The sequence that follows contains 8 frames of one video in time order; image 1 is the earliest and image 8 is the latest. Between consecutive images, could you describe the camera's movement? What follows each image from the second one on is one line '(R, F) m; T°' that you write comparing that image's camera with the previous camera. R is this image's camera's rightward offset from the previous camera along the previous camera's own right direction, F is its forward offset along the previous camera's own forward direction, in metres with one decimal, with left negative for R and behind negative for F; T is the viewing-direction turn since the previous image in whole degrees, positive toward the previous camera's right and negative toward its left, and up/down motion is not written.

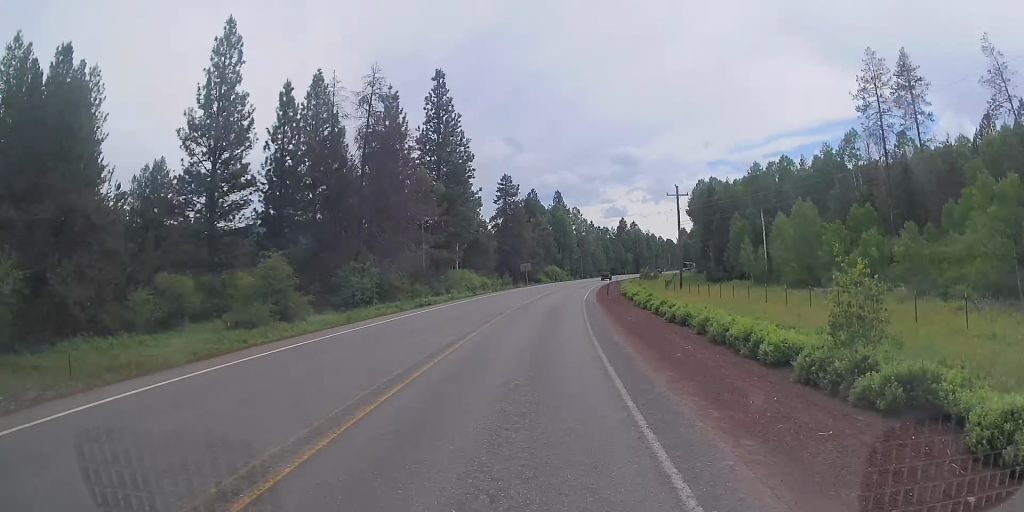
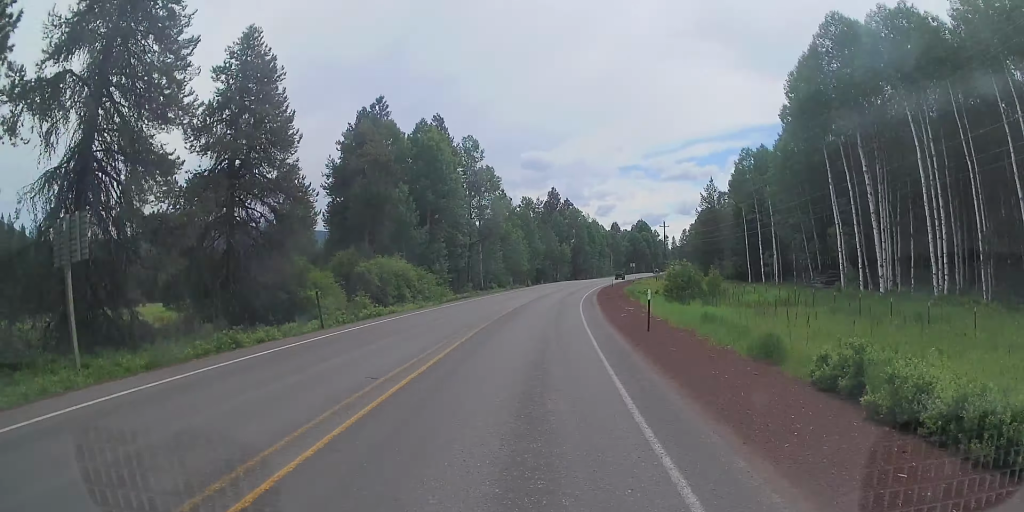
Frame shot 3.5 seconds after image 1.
(+6.8, +89.9) m; +10°
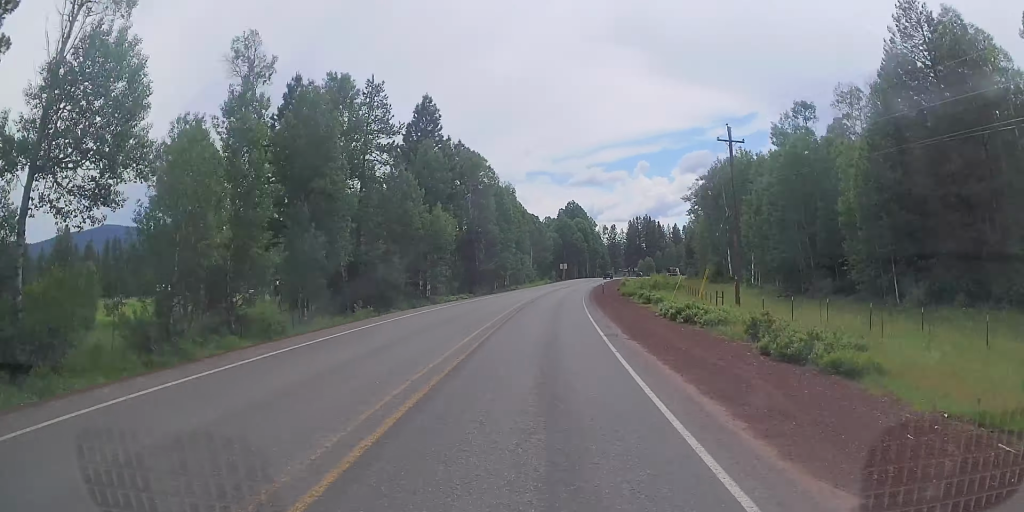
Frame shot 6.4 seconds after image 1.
(+7.8, +73.3) m; +9°
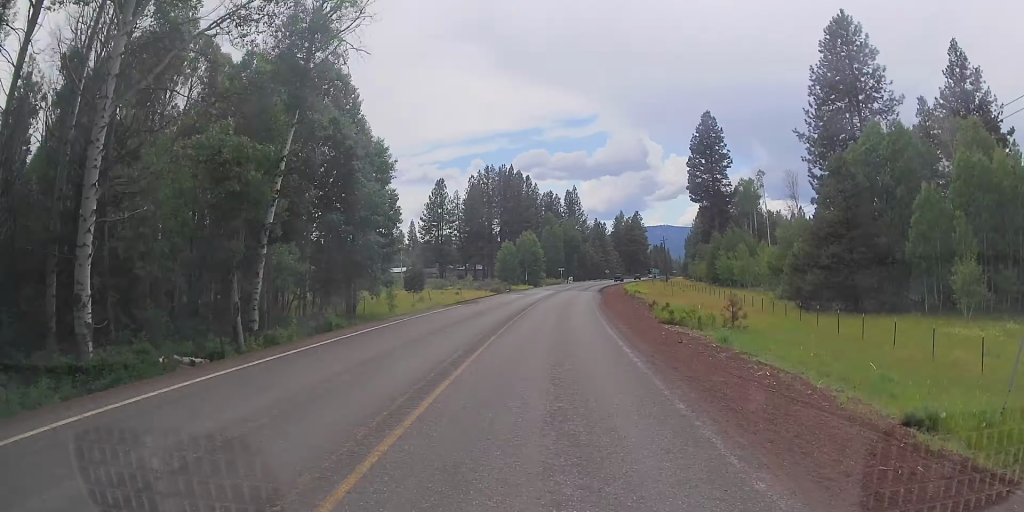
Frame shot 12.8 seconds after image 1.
(+22.4, +155.7) m; +16°
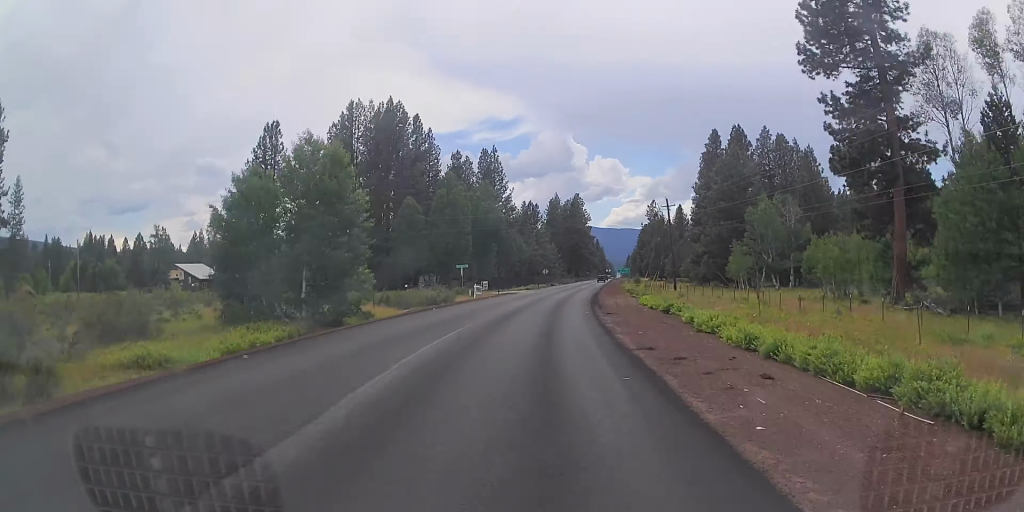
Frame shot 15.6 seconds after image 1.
(+3.6, +70.2) m; +6°
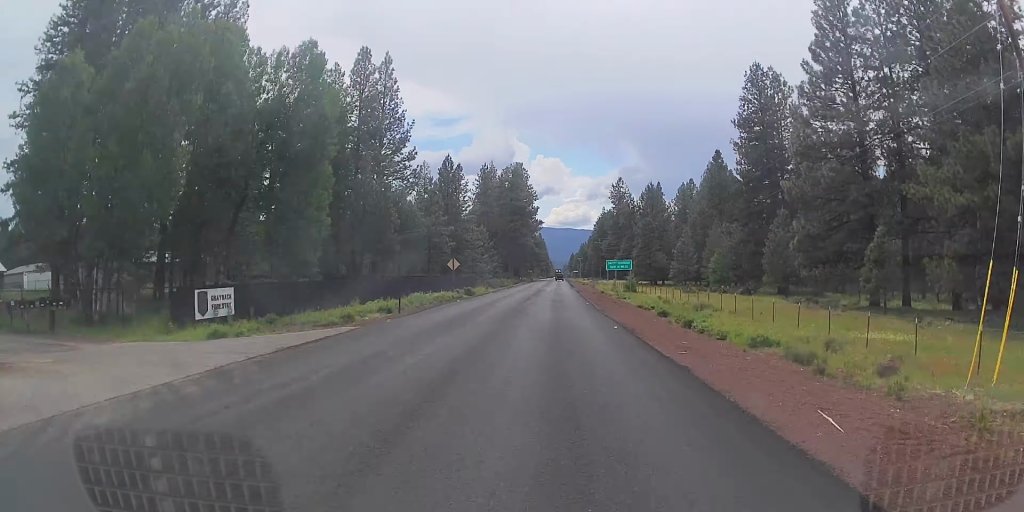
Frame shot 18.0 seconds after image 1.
(+3.9, +61.5) m; +4°
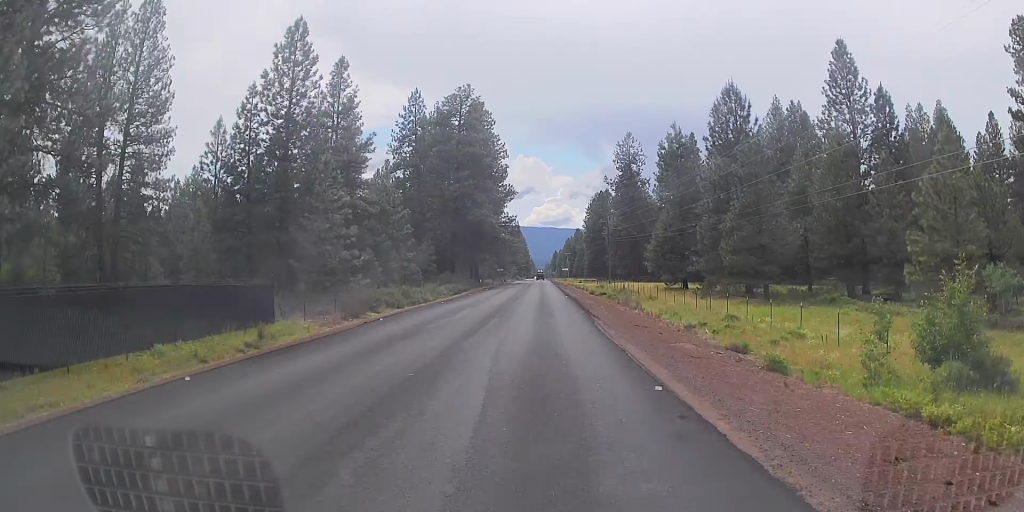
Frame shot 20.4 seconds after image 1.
(+2.0, +62.5) m; +4°
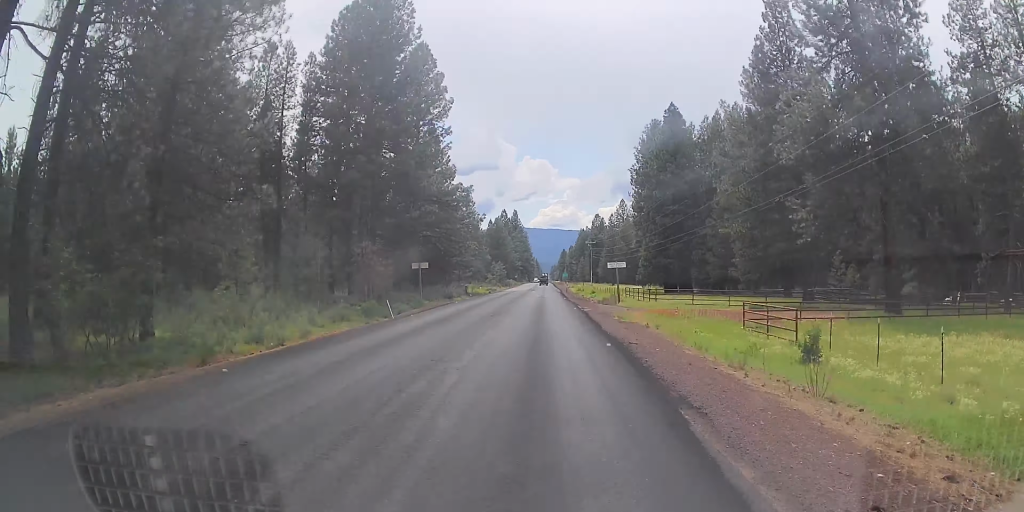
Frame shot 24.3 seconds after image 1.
(+3.4, +103.2) m; +2°
